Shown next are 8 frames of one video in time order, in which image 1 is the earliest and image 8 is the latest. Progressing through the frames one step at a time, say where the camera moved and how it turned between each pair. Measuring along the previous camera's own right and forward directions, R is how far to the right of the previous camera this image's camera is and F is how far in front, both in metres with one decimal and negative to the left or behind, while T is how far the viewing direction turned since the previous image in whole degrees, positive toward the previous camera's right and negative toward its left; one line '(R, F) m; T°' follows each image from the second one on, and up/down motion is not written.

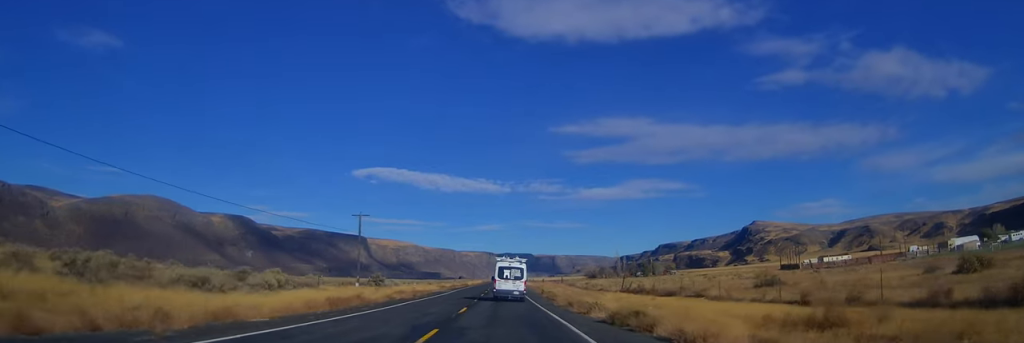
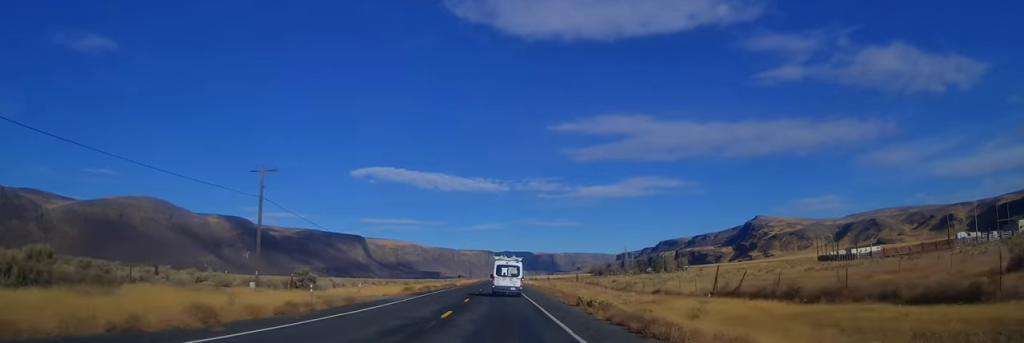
(+0.2, +28.3) m; +2°
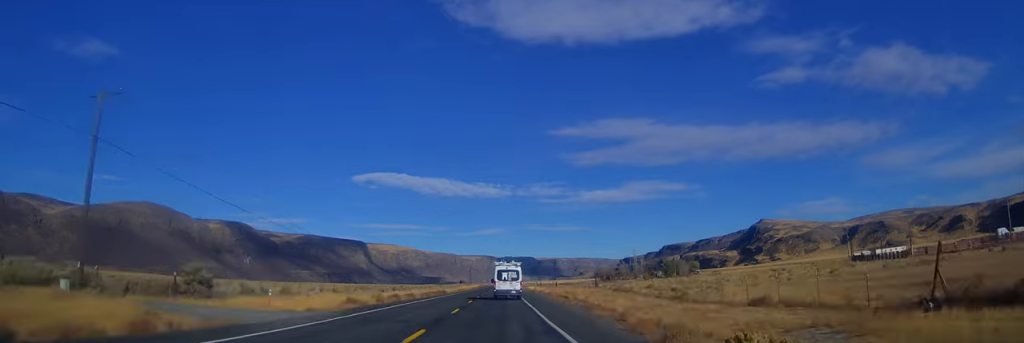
(+0.4, +18.9) m; 0°
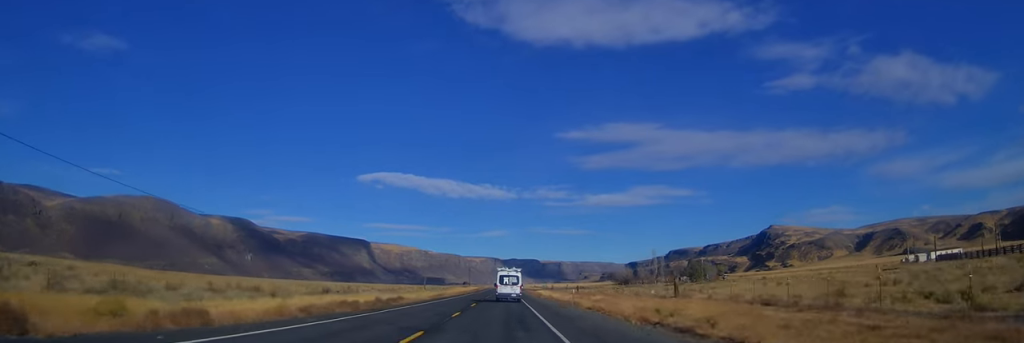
(-1.0, +35.8) m; -1°
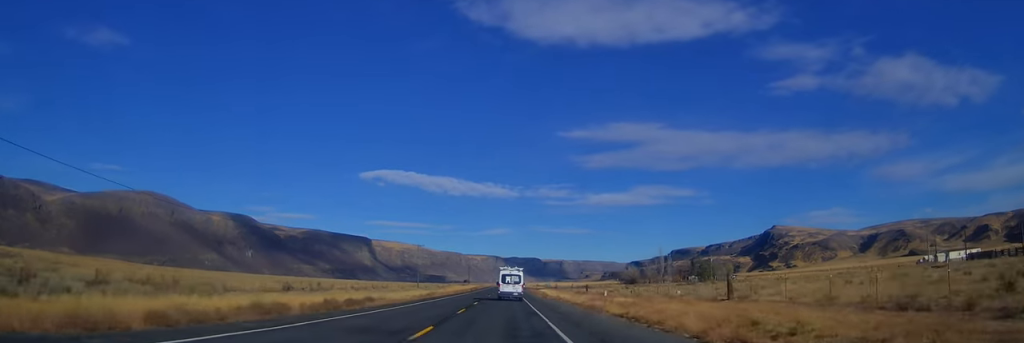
(0.0, +10.5) m; 0°
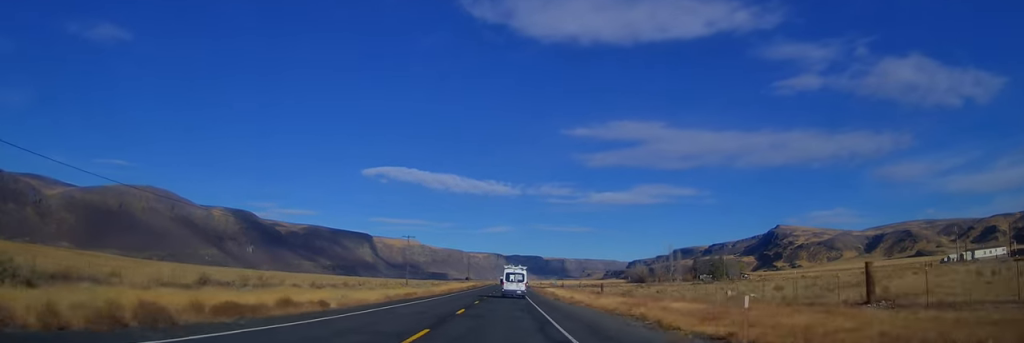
(-0.1, +13.5) m; +1°
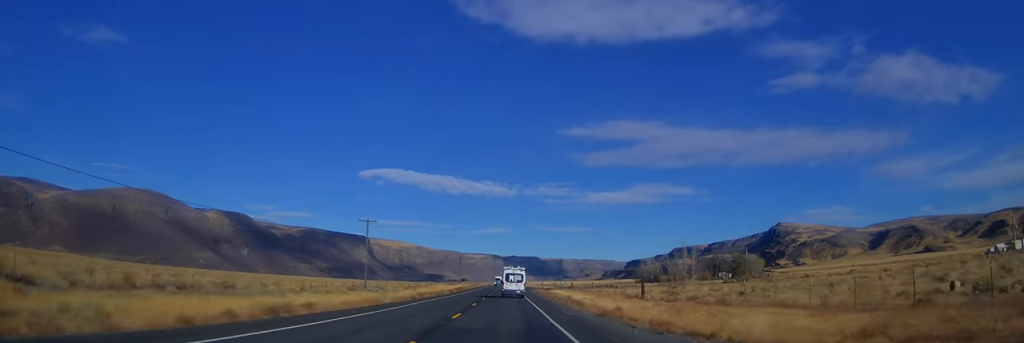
(+0.3, +26.4) m; 0°
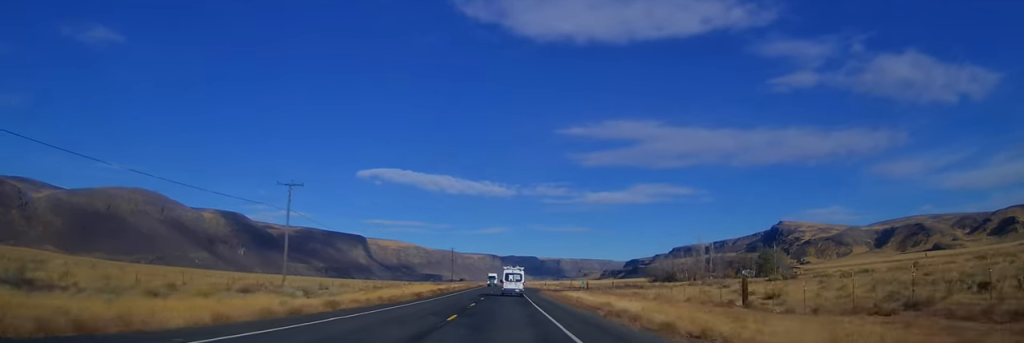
(-0.3, +25.3) m; 0°
